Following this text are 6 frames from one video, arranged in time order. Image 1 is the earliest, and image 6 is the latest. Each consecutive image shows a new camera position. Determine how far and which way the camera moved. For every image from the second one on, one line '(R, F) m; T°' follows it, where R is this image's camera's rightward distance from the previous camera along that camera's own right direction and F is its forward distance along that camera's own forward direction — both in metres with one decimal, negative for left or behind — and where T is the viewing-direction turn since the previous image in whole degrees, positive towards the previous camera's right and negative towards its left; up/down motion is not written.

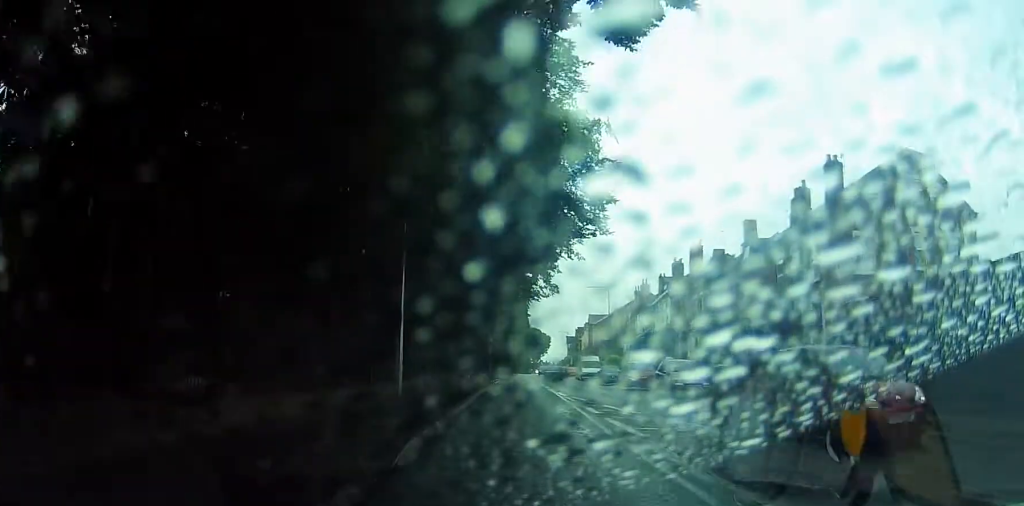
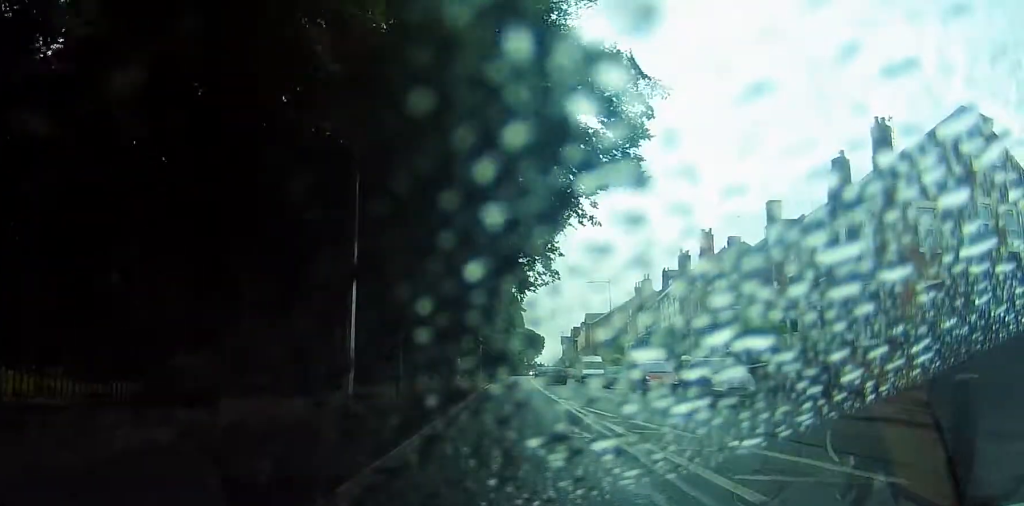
(+0.3, +6.3) m; 0°
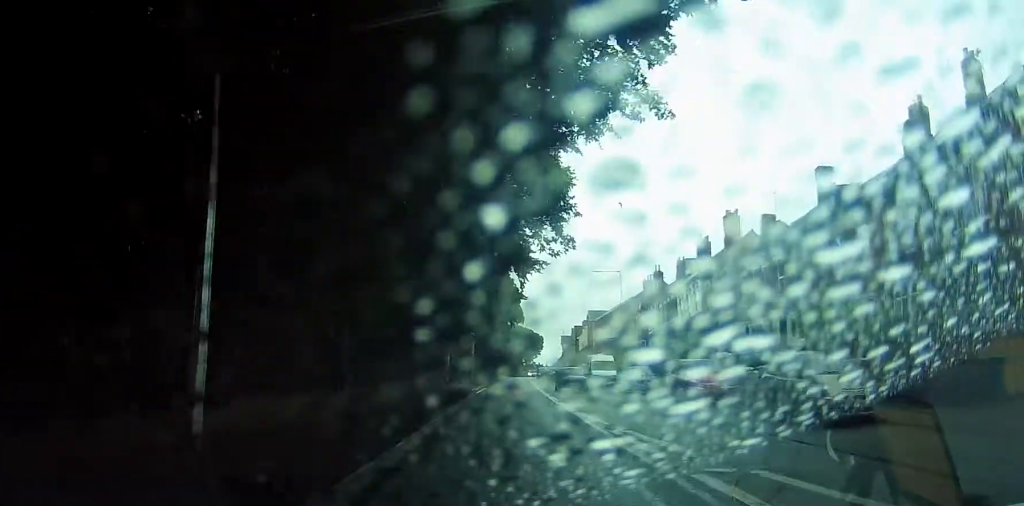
(0.0, +8.3) m; -1°
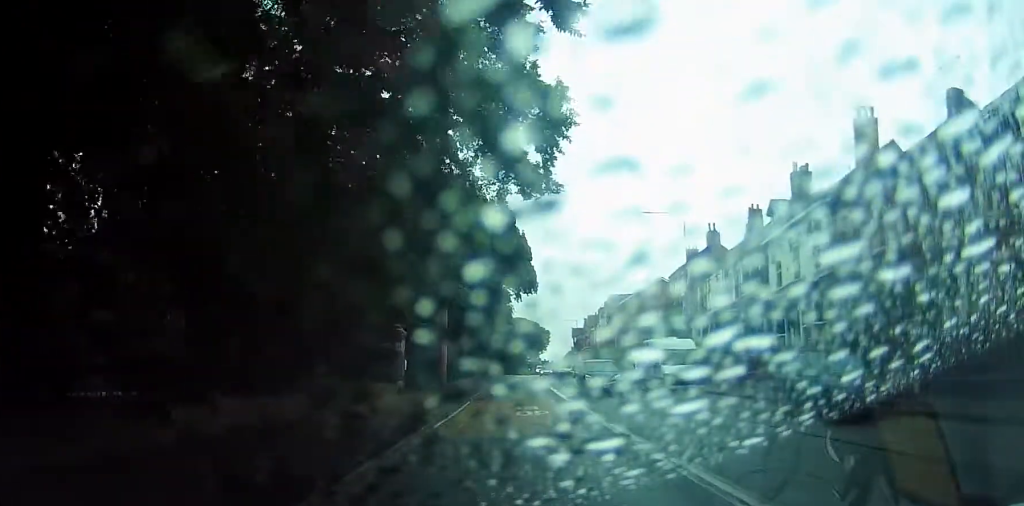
(-0.4, +22.7) m; -1°
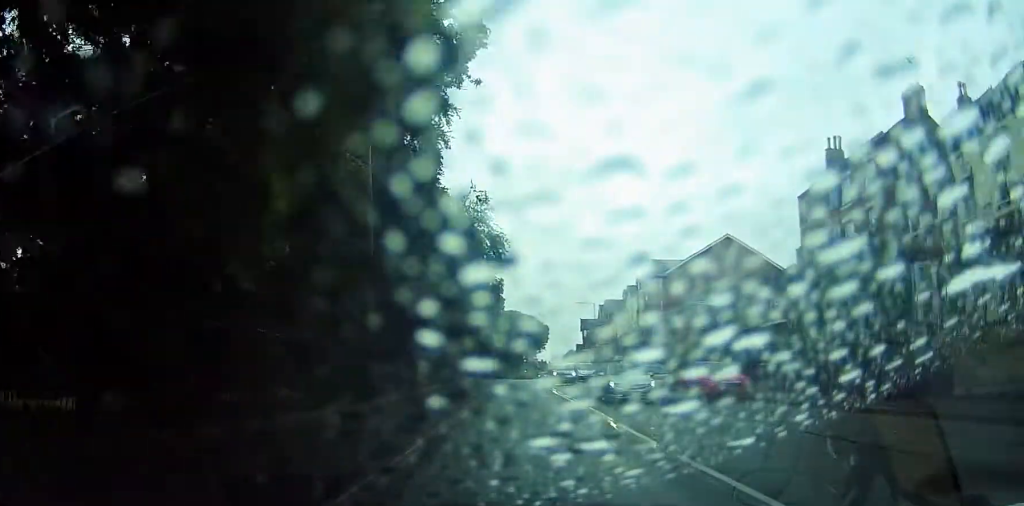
(+0.6, +36.1) m; +2°
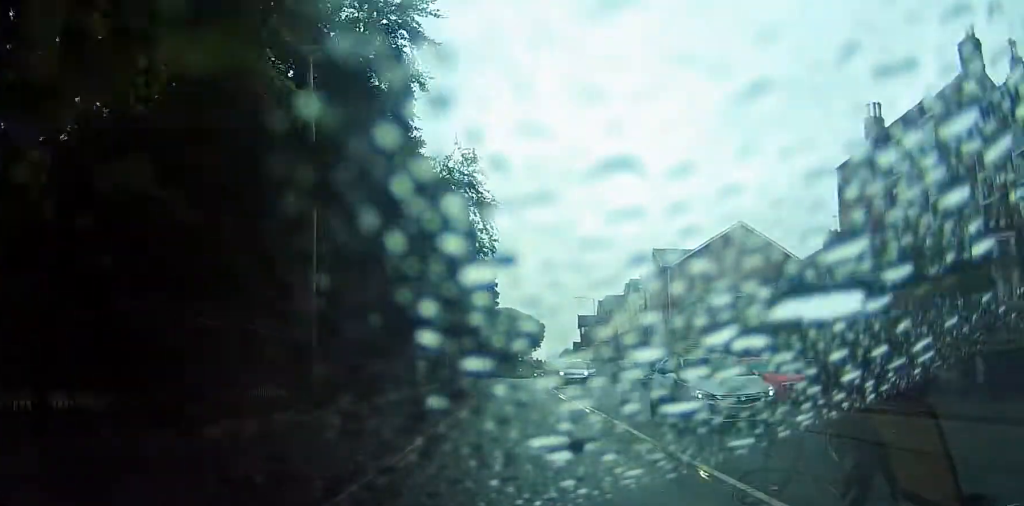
(+0.1, +5.7) m; -1°
